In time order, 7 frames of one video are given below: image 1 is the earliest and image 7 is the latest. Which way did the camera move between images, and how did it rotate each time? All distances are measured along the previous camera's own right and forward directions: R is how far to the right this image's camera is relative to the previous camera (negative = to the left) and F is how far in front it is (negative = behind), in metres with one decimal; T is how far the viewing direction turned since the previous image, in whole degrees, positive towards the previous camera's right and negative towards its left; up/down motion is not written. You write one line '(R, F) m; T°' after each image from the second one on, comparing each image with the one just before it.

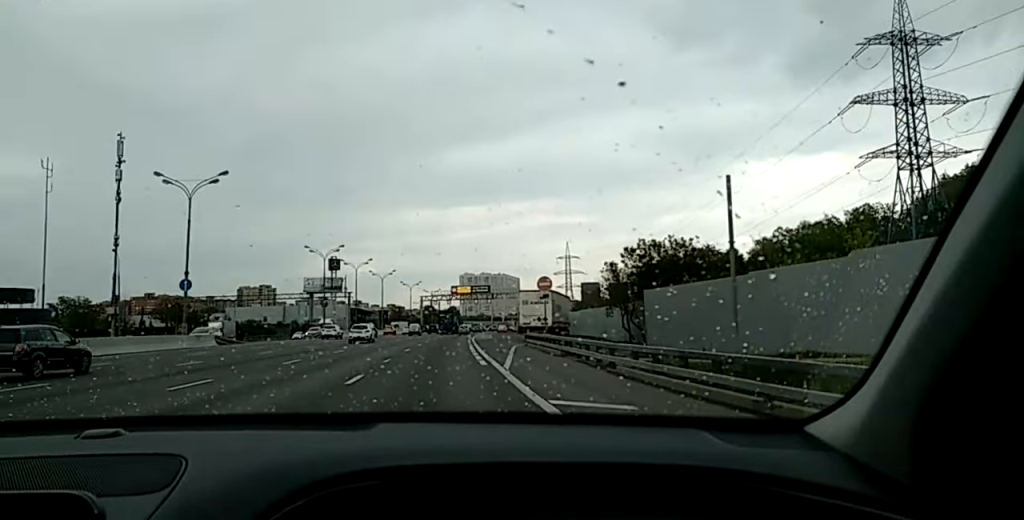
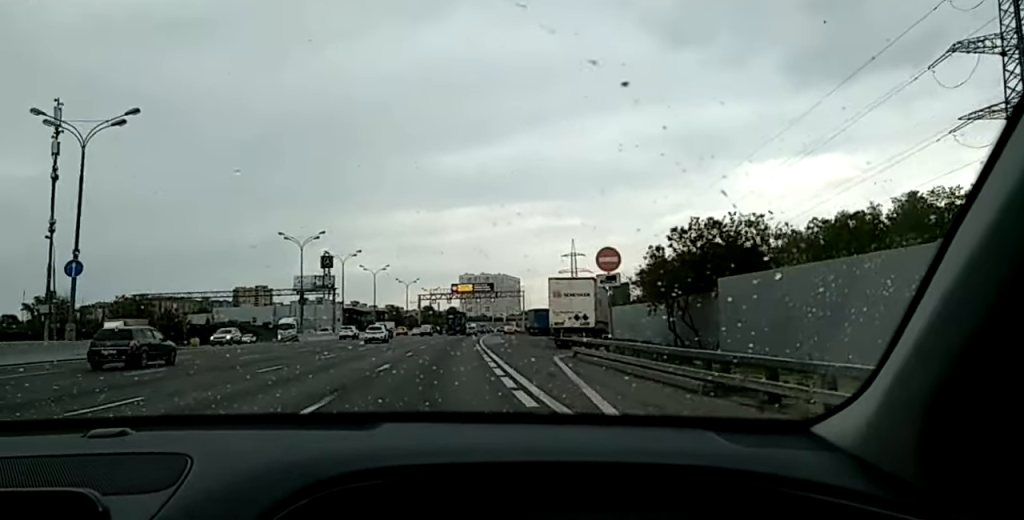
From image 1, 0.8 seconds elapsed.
(+0.4, +16.7) m; +1°
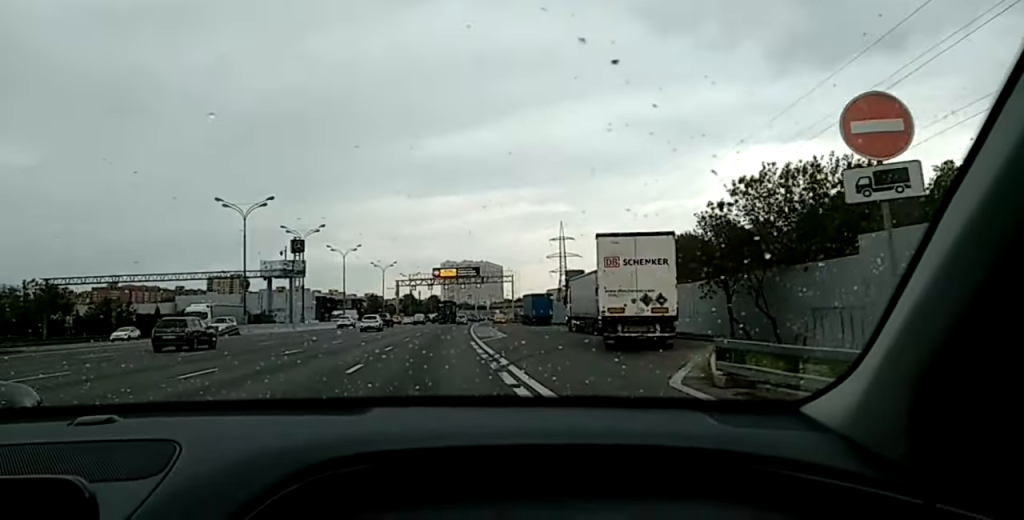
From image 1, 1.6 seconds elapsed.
(+0.1, +17.4) m; 0°
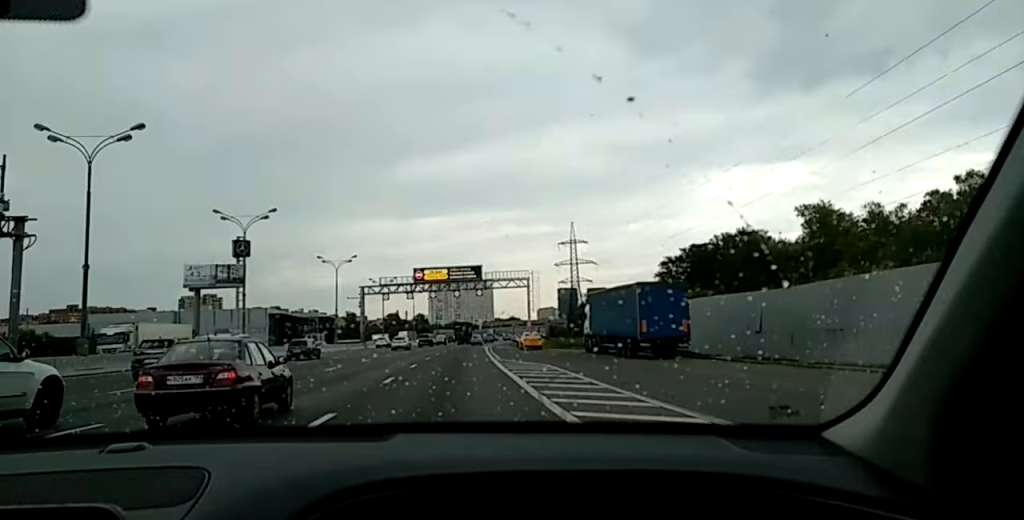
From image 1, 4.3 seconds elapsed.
(+0.4, +55.7) m; +2°
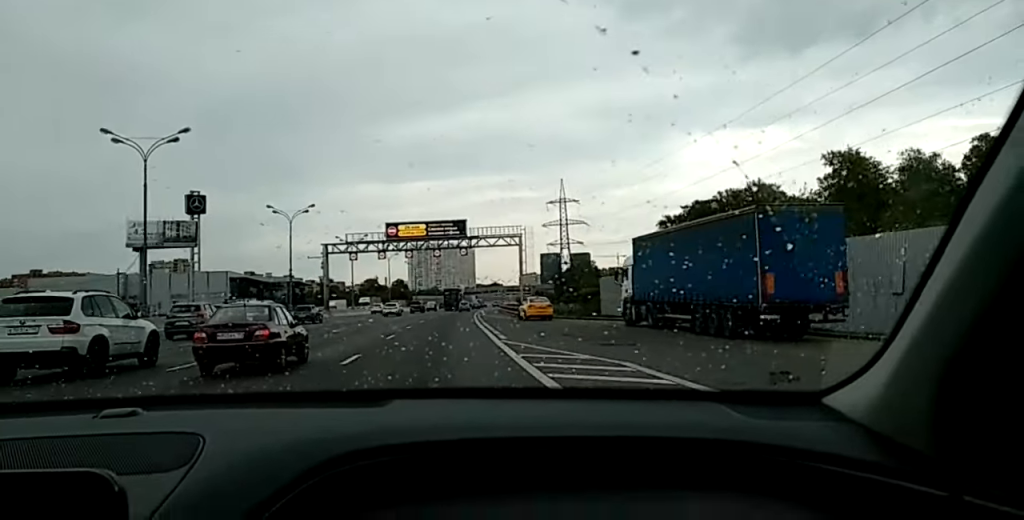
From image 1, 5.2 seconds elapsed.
(+0.3, +17.6) m; +1°
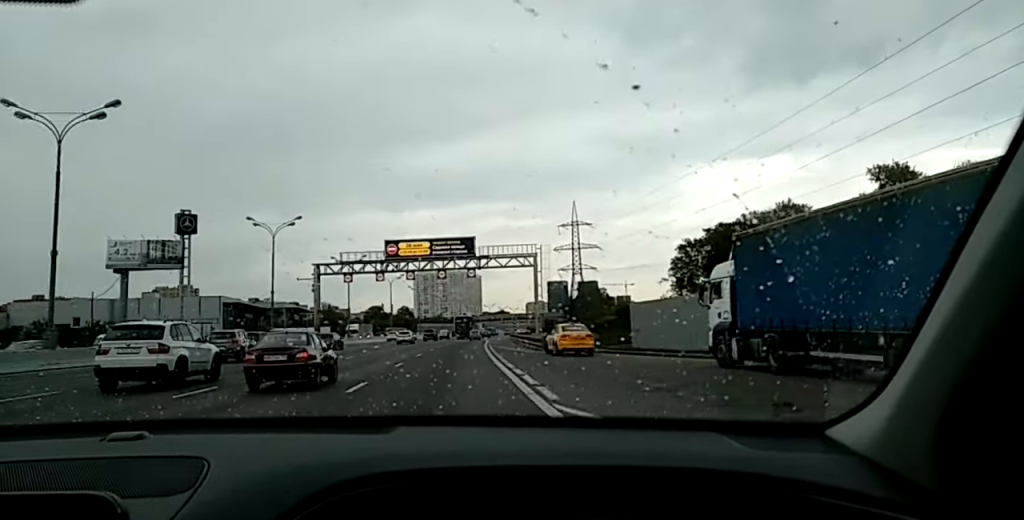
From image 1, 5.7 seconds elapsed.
(0.0, +11.7) m; 0°
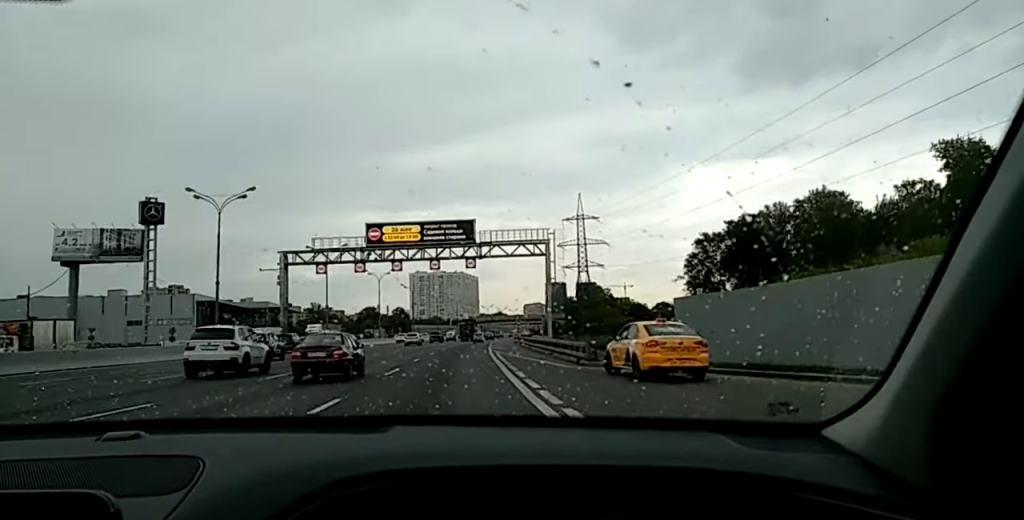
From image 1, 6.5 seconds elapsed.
(0.0, +16.8) m; 0°
